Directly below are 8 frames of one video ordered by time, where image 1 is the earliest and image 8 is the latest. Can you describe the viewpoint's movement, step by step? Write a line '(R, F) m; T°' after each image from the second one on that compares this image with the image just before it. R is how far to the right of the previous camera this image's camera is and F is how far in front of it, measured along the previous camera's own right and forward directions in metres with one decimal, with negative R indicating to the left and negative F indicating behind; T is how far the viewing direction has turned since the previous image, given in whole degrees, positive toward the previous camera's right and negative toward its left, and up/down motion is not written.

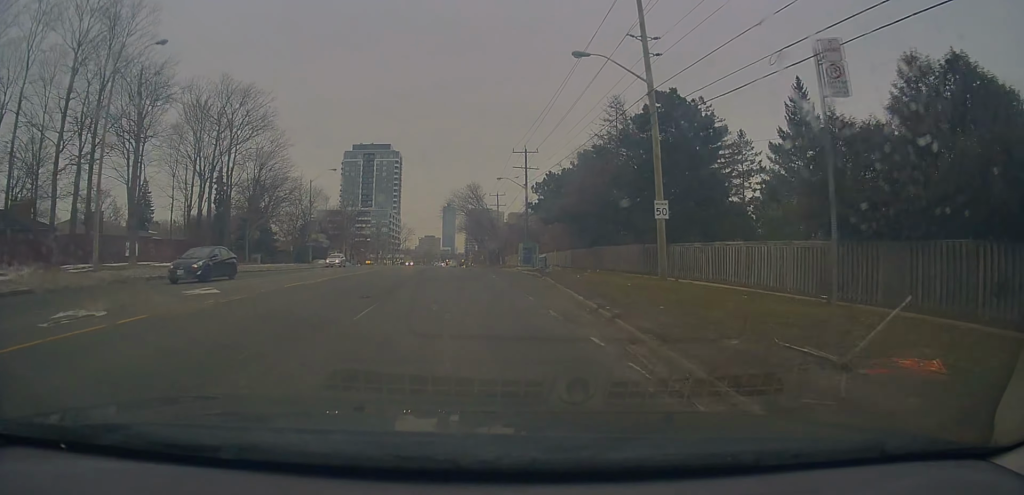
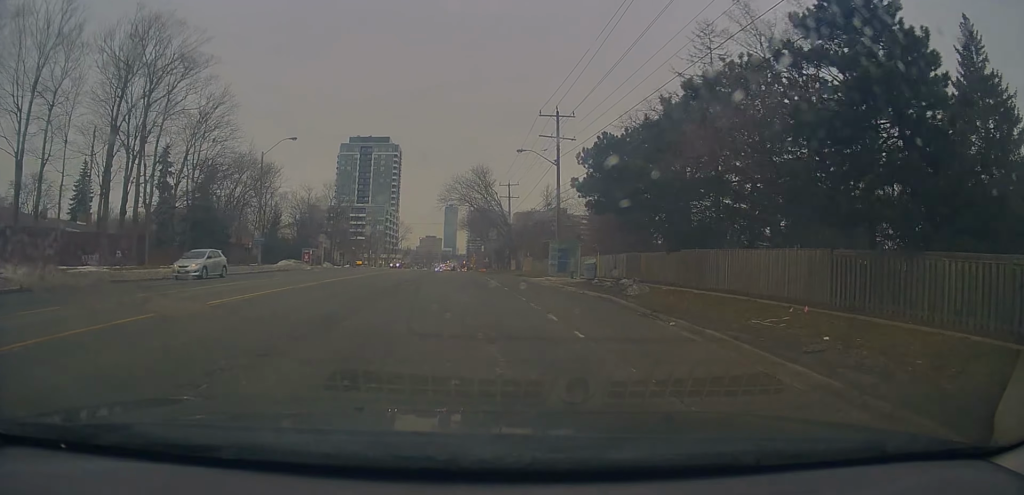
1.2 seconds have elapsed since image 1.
(-0.1, +18.2) m; -2°
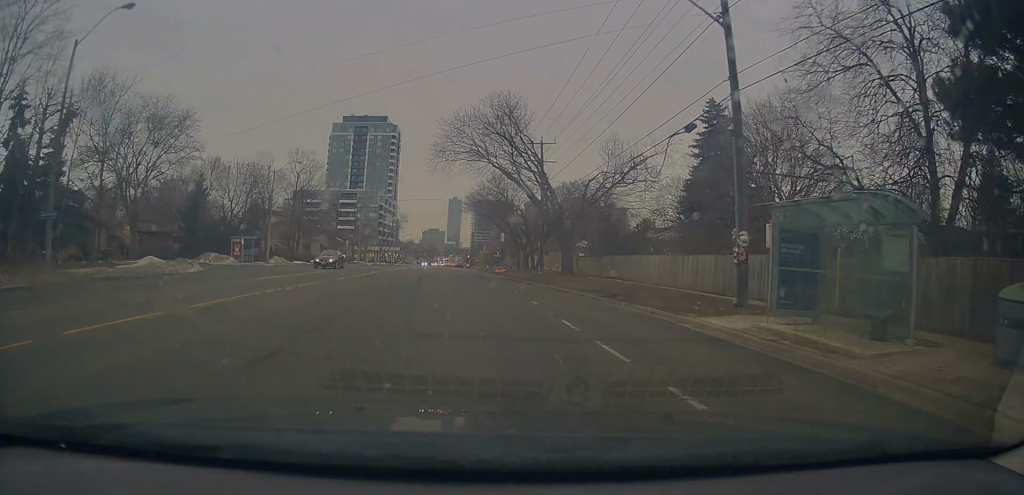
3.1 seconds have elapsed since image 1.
(+0.2, +27.9) m; +1°
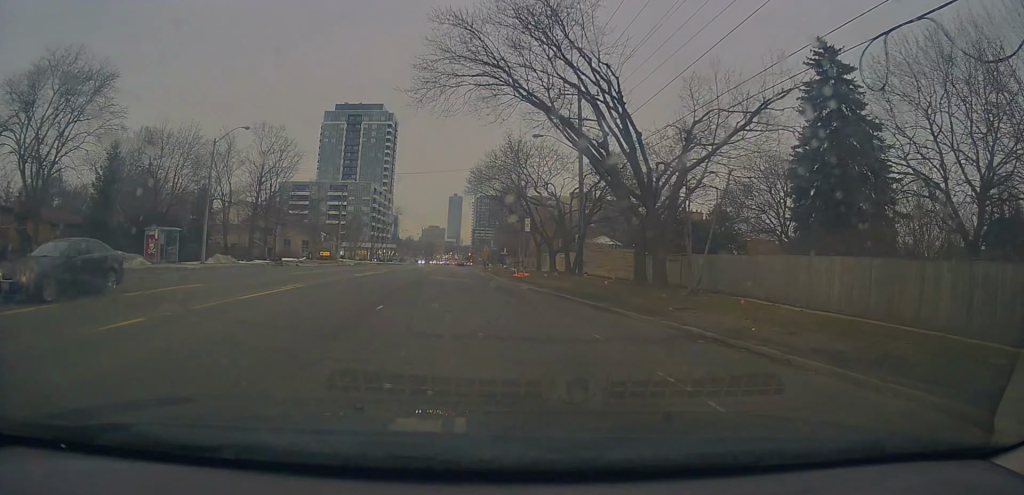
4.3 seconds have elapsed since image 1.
(-0.2, +15.6) m; -2°
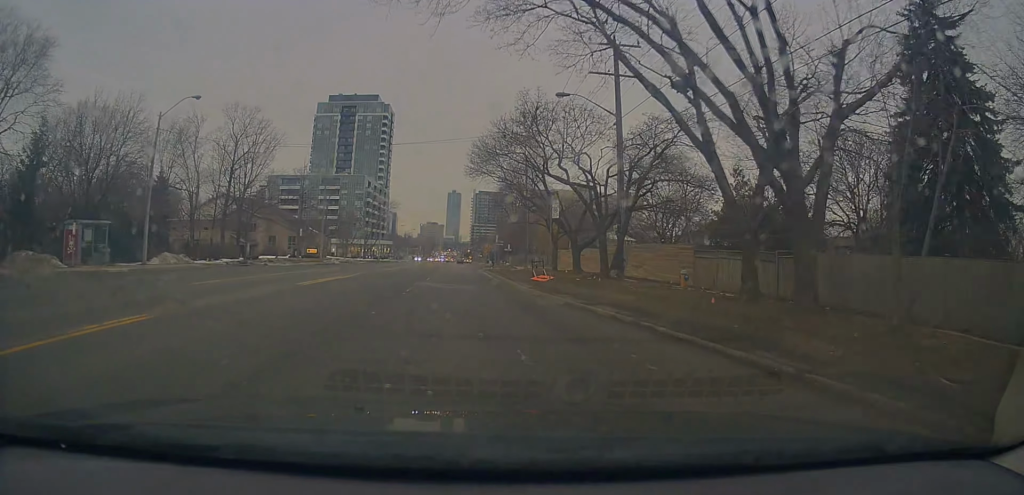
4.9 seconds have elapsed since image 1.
(-0.1, +8.3) m; 0°
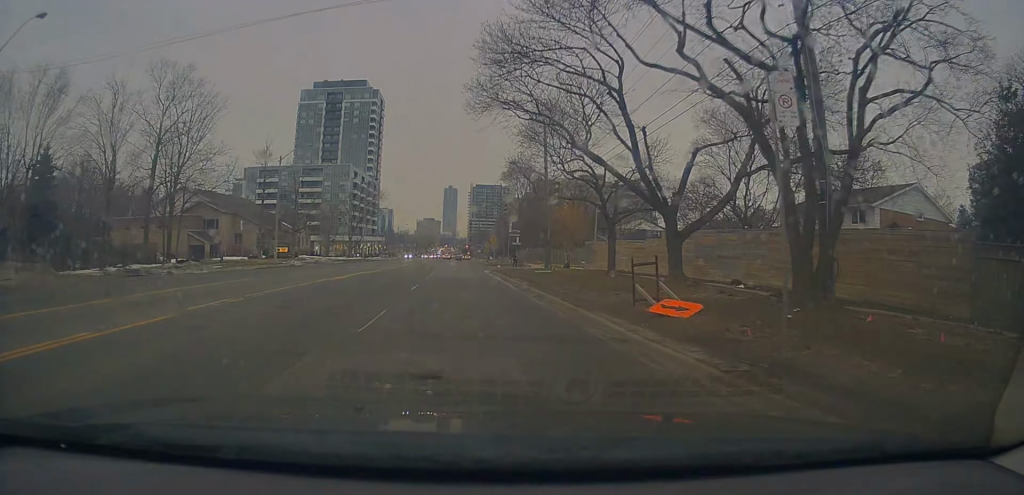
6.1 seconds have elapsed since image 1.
(+0.2, +14.5) m; +1°
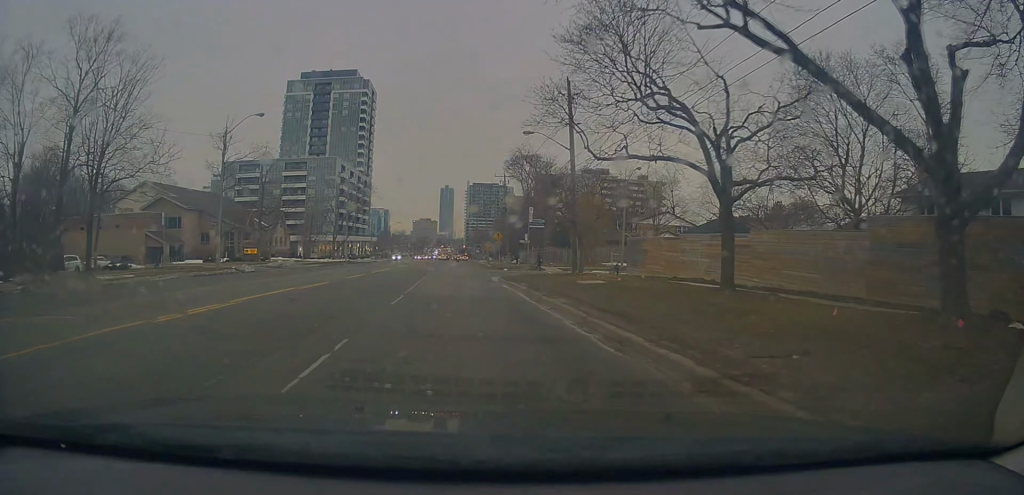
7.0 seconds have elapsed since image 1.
(0.0, +11.2) m; 0°
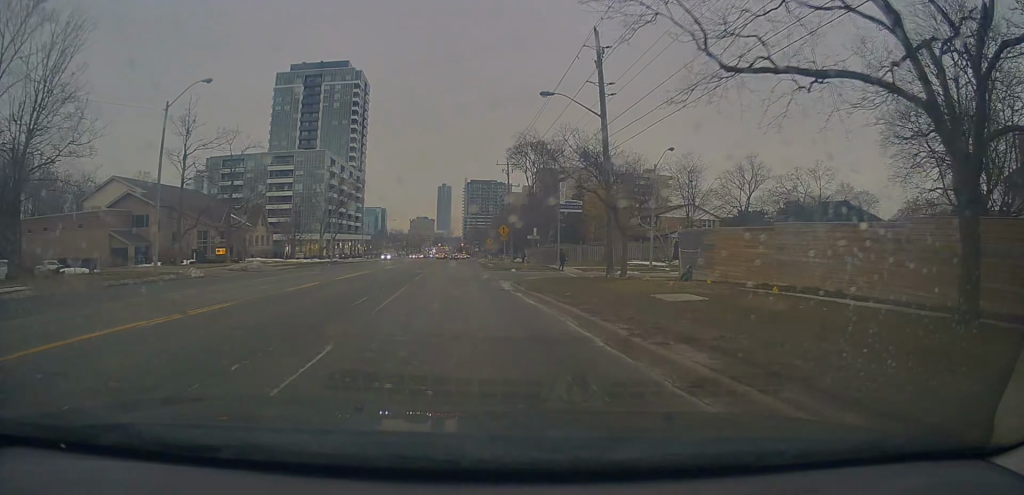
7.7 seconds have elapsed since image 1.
(0.0, +8.0) m; 0°
